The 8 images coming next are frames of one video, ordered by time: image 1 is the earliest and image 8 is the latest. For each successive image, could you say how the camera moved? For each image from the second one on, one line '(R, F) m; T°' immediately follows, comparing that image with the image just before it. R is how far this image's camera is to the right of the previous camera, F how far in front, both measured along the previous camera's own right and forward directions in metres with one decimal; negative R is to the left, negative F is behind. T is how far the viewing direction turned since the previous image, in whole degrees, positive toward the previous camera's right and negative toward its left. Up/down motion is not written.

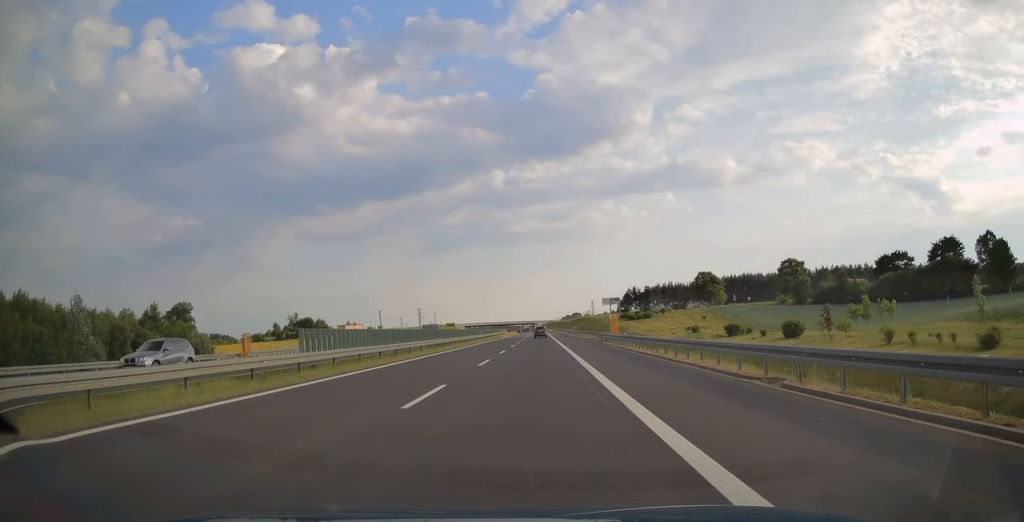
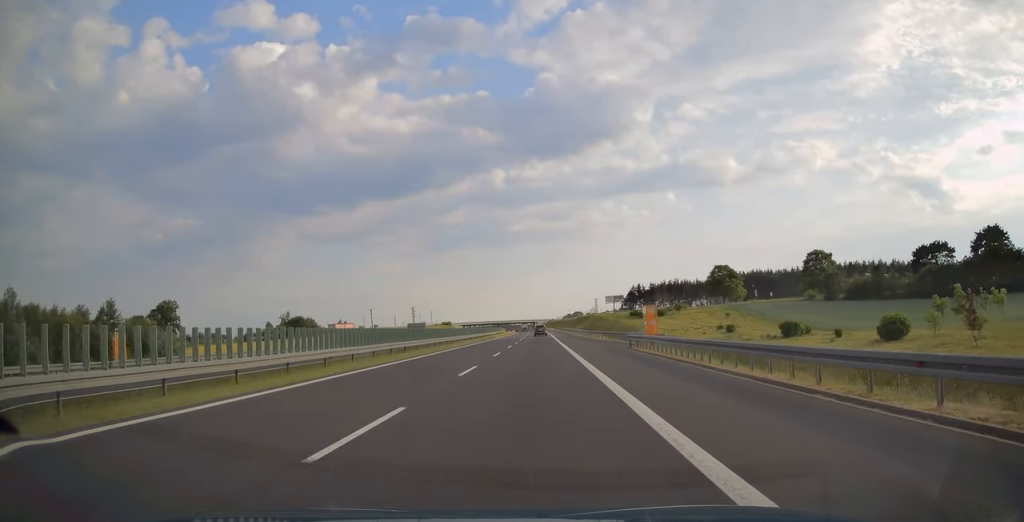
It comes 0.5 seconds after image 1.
(0.0, +16.9) m; 0°
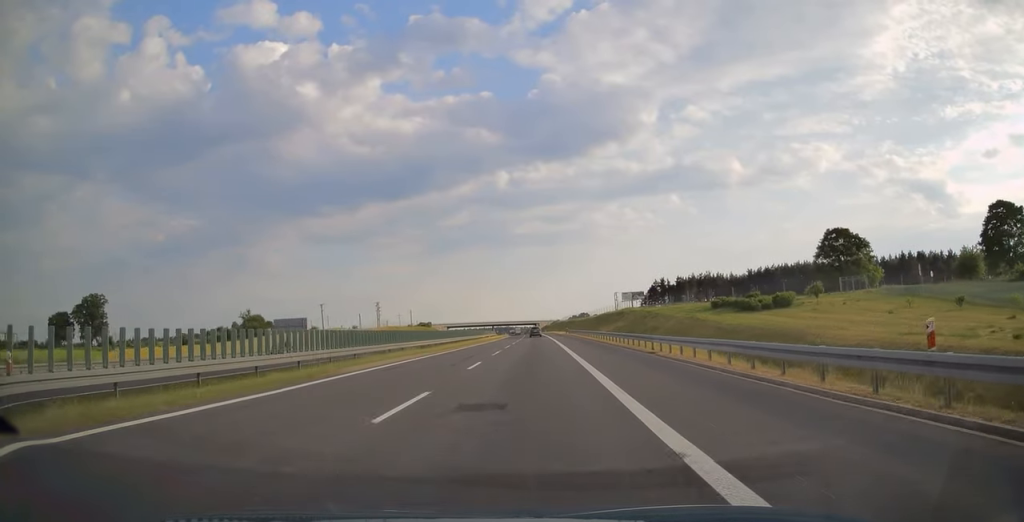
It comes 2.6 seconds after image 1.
(-0.1, +69.0) m; 0°
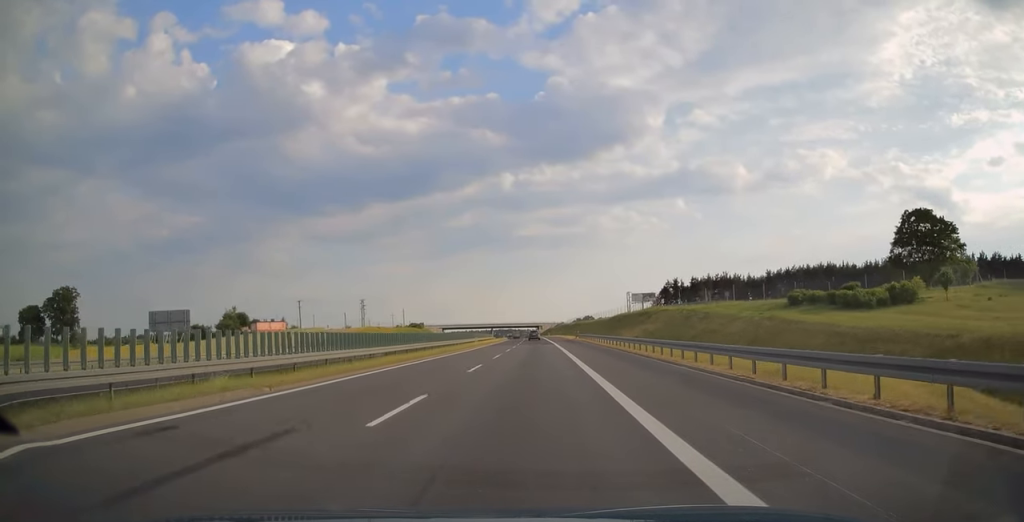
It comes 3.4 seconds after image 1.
(-0.1, +23.9) m; 0°
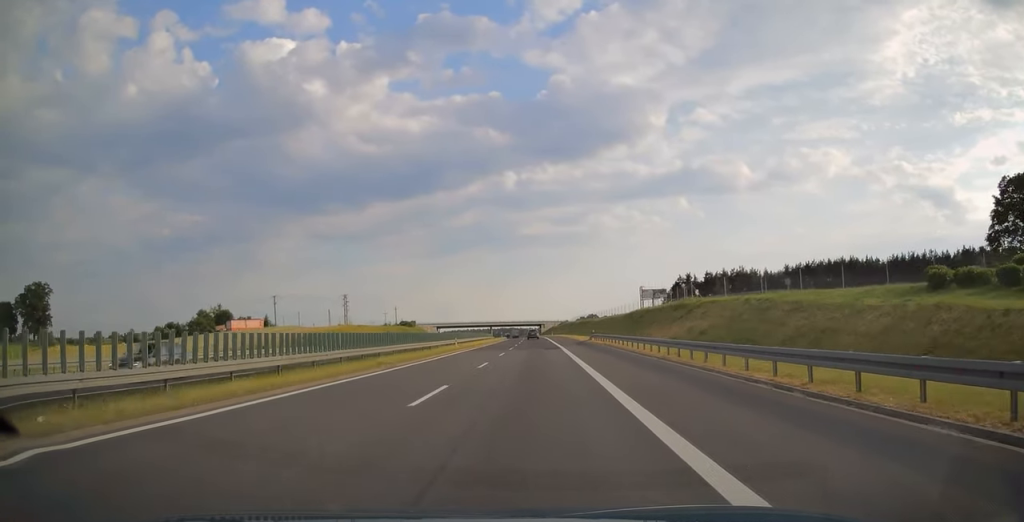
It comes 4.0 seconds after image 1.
(0.0, +21.2) m; 0°
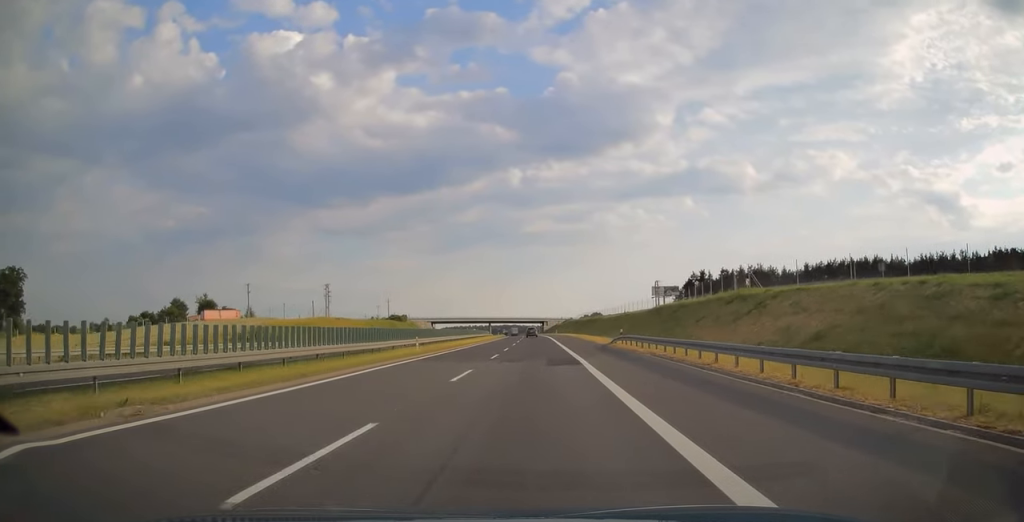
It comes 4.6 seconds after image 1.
(0.0, +19.0) m; 0°
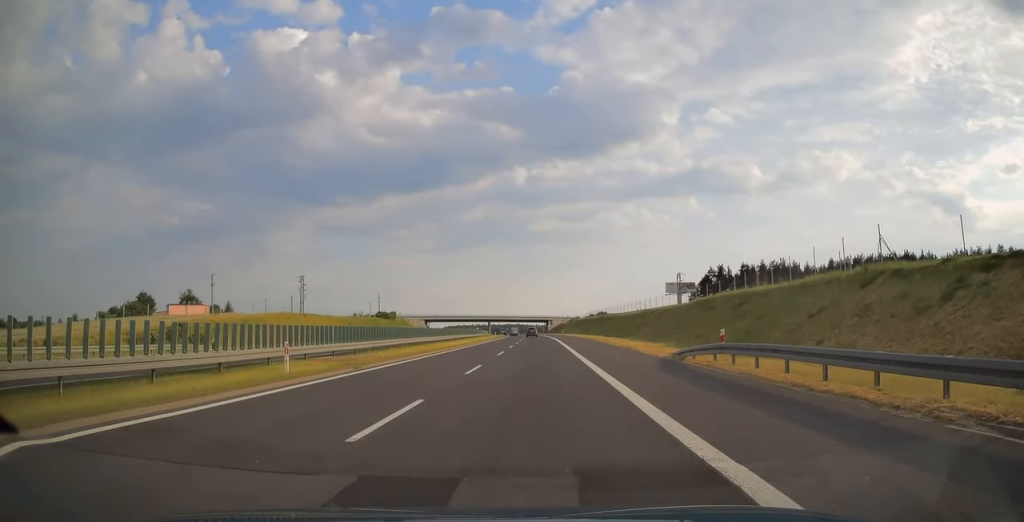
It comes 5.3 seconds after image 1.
(0.0, +21.2) m; 0°
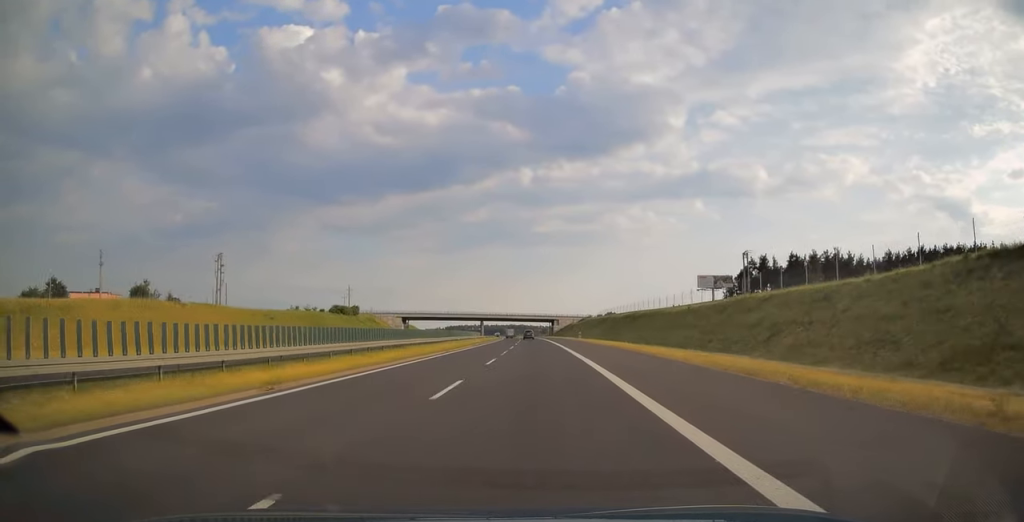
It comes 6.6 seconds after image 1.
(-0.3, +42.9) m; -1°
